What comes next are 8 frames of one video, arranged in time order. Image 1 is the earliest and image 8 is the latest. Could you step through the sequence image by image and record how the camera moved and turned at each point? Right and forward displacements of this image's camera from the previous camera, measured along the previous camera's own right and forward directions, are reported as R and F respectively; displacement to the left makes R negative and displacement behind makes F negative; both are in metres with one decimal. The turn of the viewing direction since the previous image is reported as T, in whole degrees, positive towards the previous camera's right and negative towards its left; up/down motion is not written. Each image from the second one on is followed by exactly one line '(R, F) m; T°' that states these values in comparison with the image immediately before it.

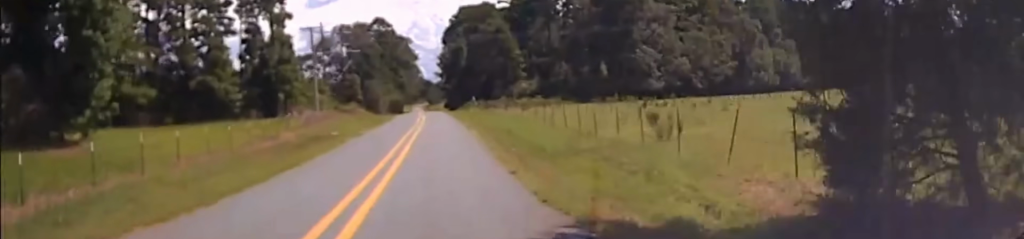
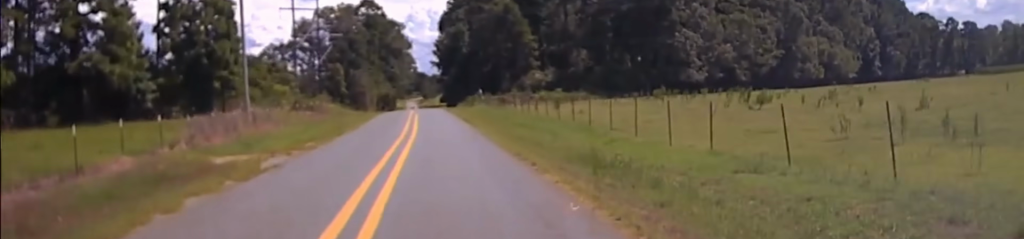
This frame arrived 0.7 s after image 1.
(+0.6, +28.9) m; +1°
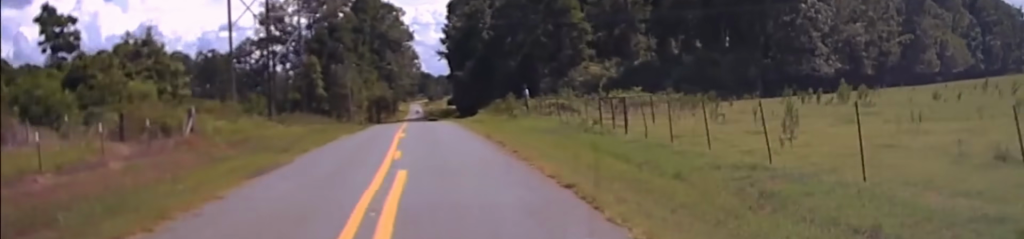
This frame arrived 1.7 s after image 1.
(+0.2, +45.3) m; 0°
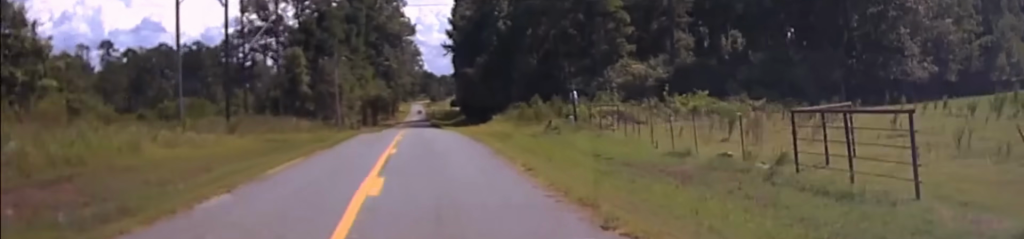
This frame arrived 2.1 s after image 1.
(0.0, +19.1) m; 0°
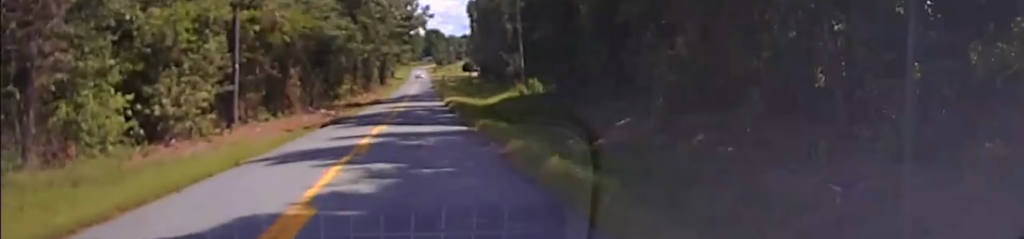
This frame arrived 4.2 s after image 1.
(-1.3, +91.9) m; -1°
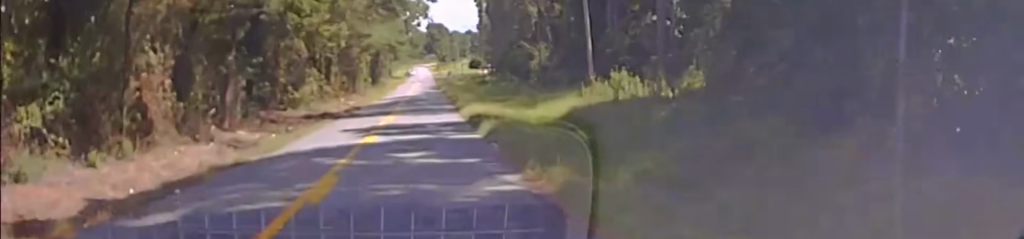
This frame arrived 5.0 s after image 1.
(+0.2, +32.2) m; 0°
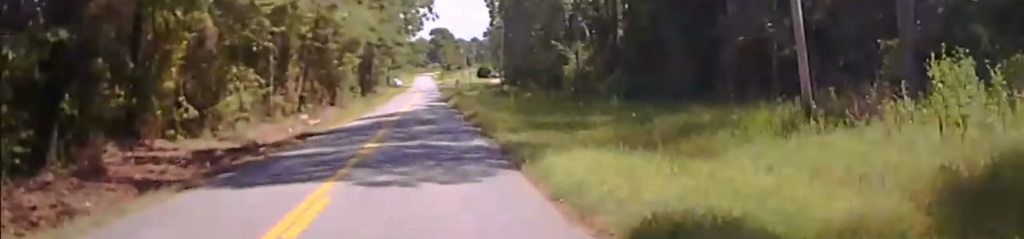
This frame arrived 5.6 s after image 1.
(0.0, +25.4) m; 0°
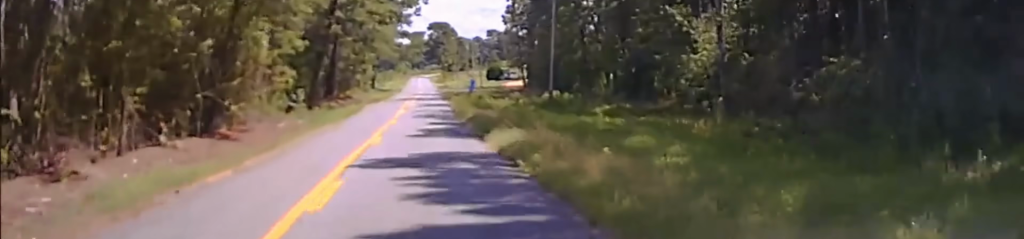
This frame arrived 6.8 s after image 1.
(0.0, +46.2) m; 0°
